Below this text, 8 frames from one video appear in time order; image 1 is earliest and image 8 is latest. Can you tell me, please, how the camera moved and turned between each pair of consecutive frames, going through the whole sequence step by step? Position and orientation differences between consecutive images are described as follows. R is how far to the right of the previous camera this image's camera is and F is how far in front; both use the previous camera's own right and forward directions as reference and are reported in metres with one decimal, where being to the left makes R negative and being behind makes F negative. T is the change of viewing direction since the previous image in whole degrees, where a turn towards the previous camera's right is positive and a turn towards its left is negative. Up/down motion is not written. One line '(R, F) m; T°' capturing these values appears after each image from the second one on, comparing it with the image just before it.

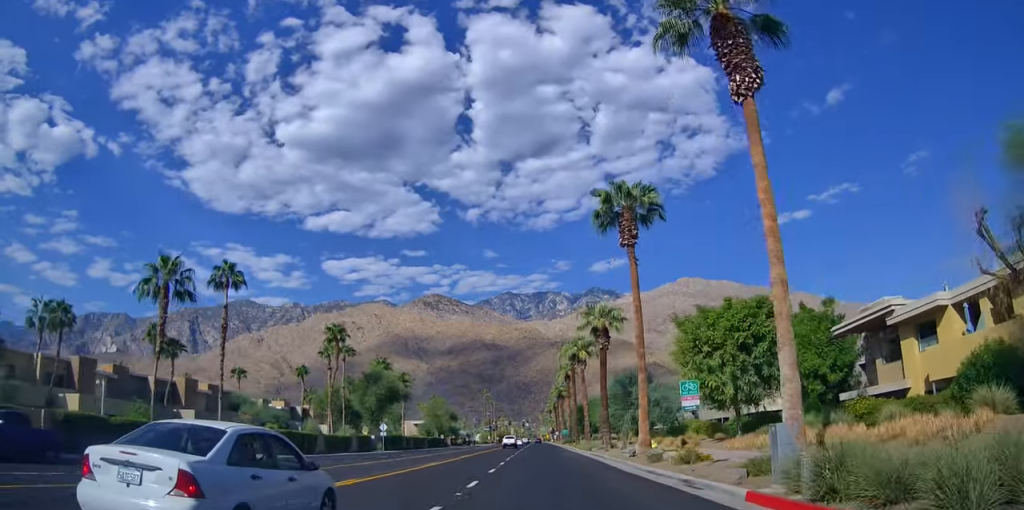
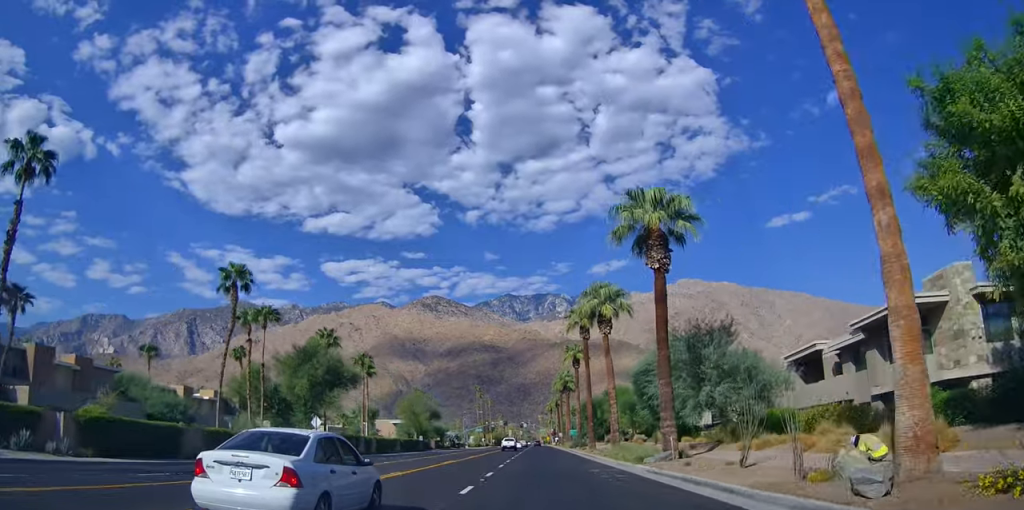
(-0.4, +23.3) m; -2°
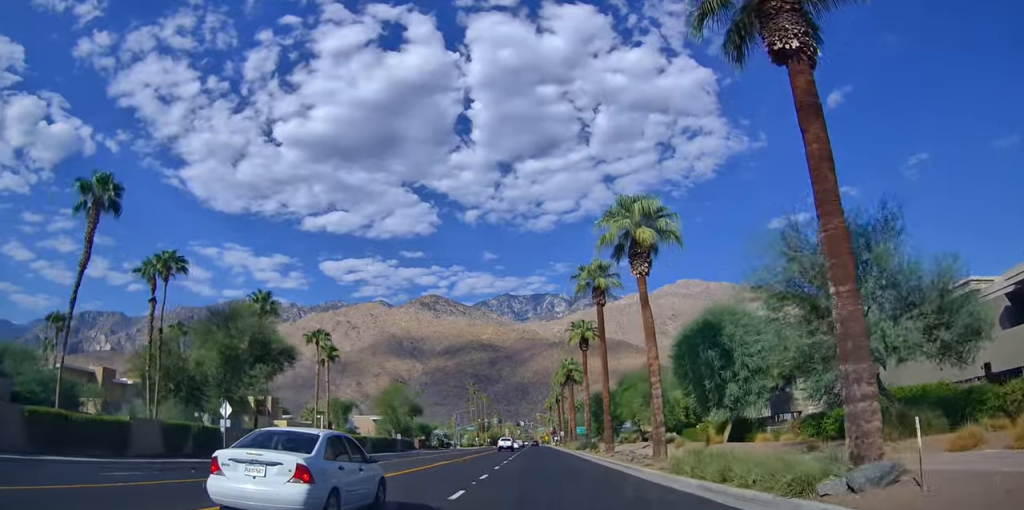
(0.0, +16.4) m; +1°
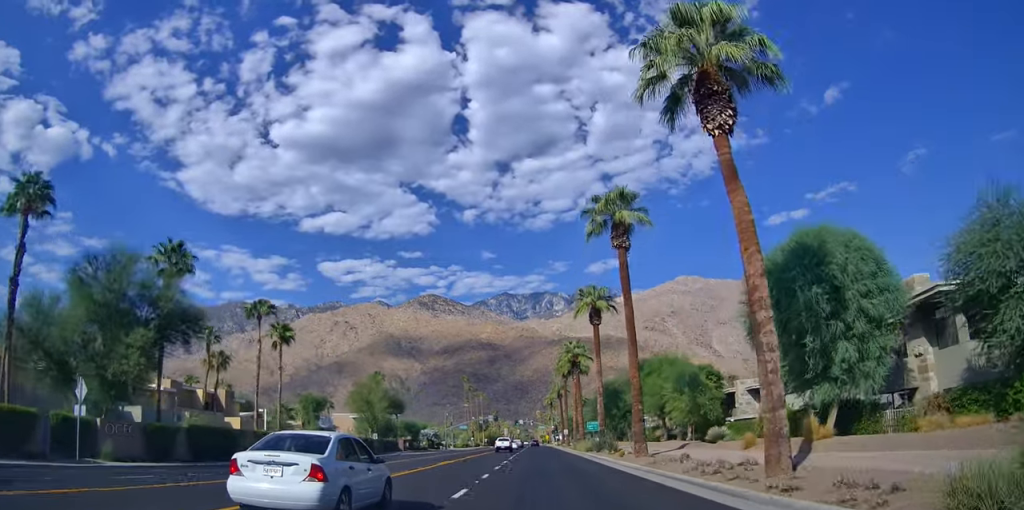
(+0.3, +15.0) m; +1°
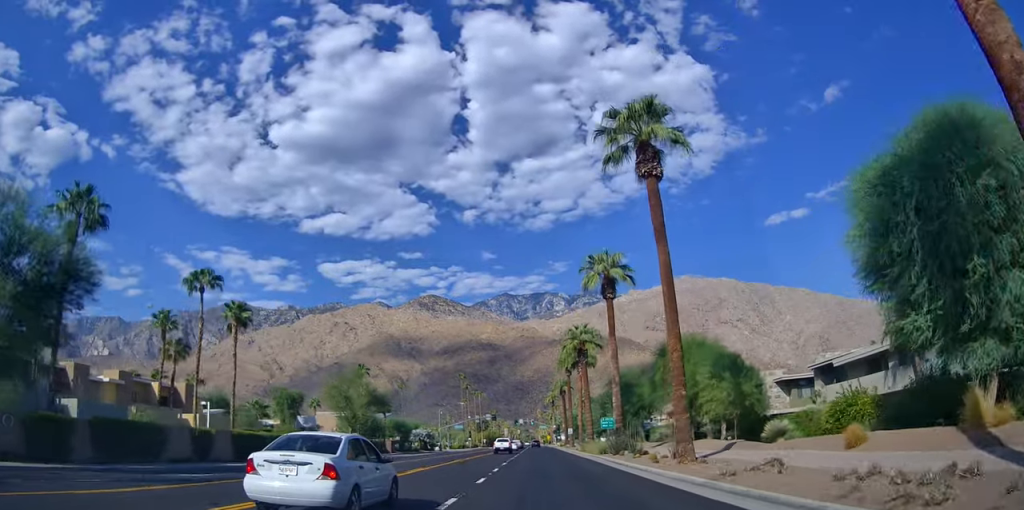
(0.0, +10.8) m; 0°
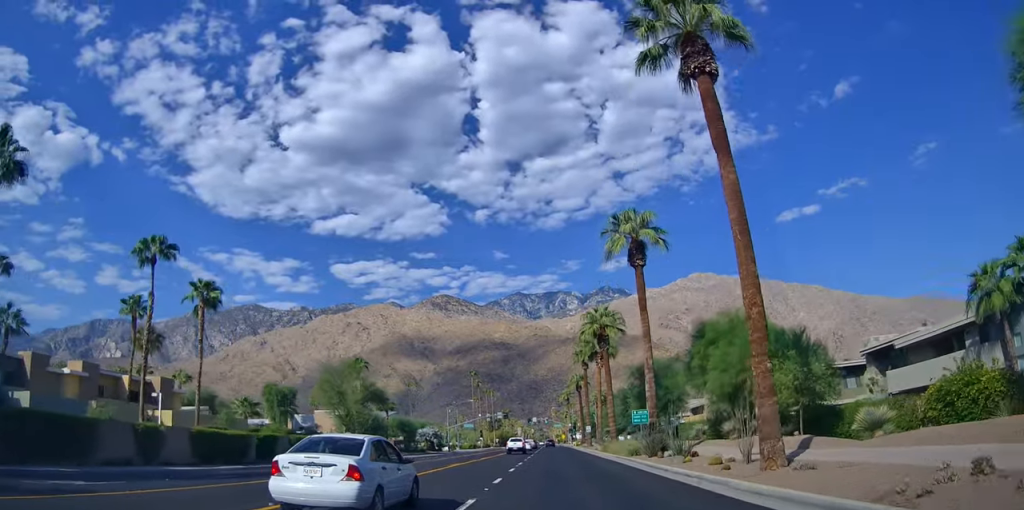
(0.0, +8.6) m; 0°
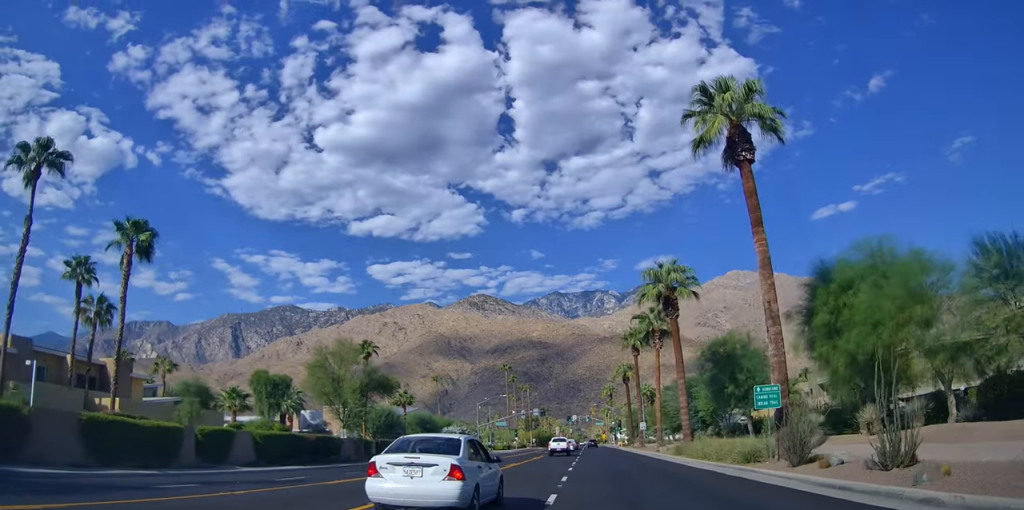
(0.0, +14.5) m; 0°
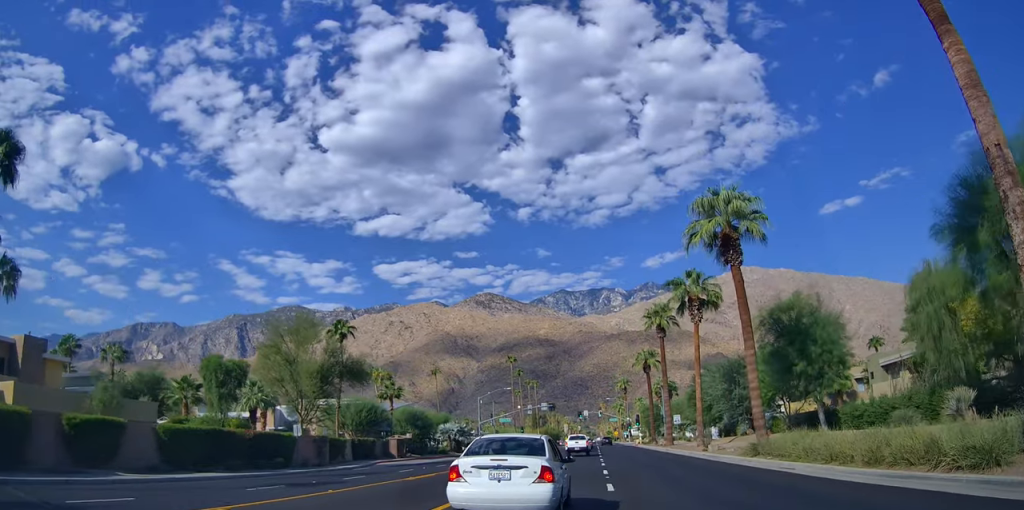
(-0.2, +12.9) m; -3°
